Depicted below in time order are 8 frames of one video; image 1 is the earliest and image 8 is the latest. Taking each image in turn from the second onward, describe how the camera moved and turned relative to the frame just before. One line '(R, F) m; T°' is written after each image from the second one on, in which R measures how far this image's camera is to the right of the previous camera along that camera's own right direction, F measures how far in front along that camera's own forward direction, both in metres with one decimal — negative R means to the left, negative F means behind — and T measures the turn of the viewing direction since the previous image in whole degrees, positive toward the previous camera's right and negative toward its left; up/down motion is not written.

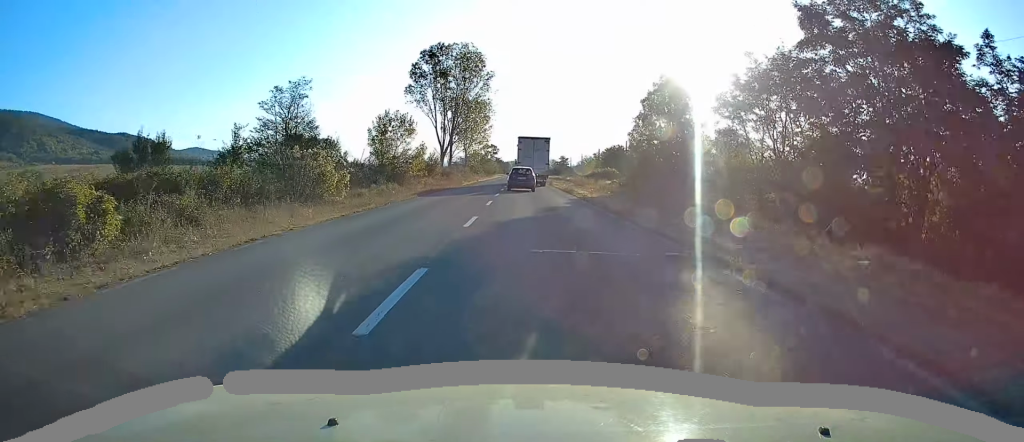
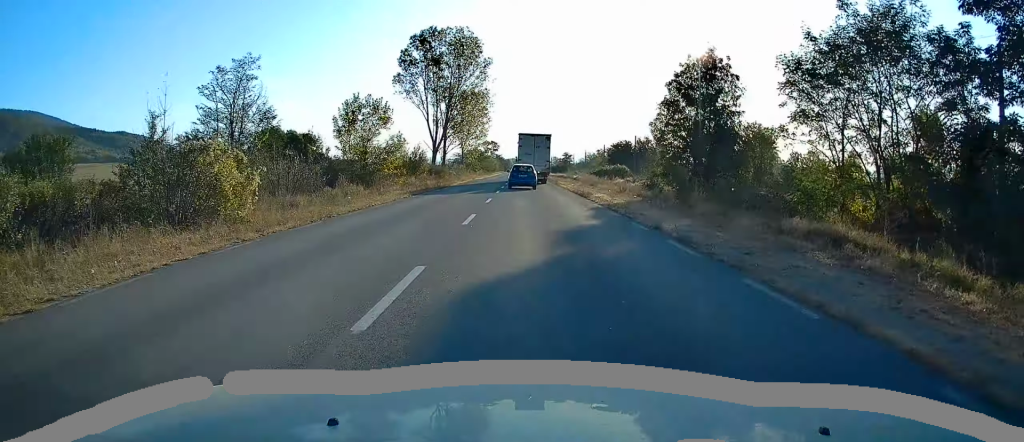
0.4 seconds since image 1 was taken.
(-0.2, +9.0) m; 0°
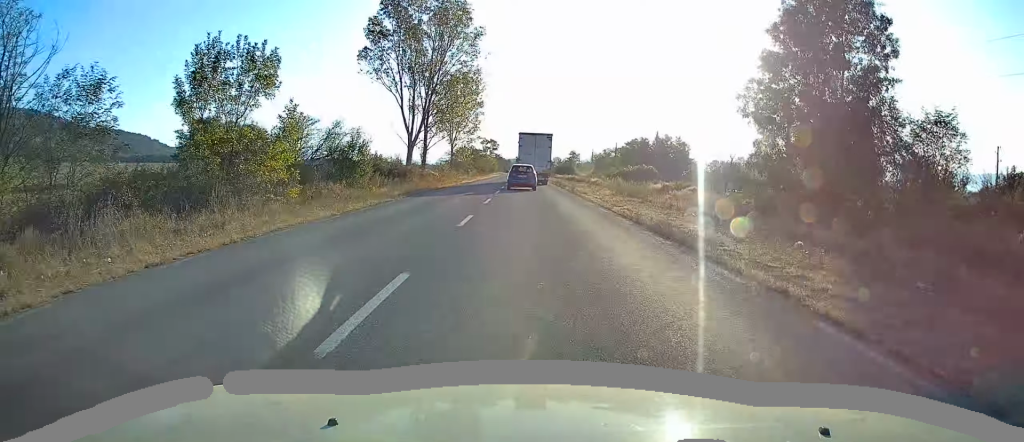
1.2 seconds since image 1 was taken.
(+0.1, +18.6) m; 0°
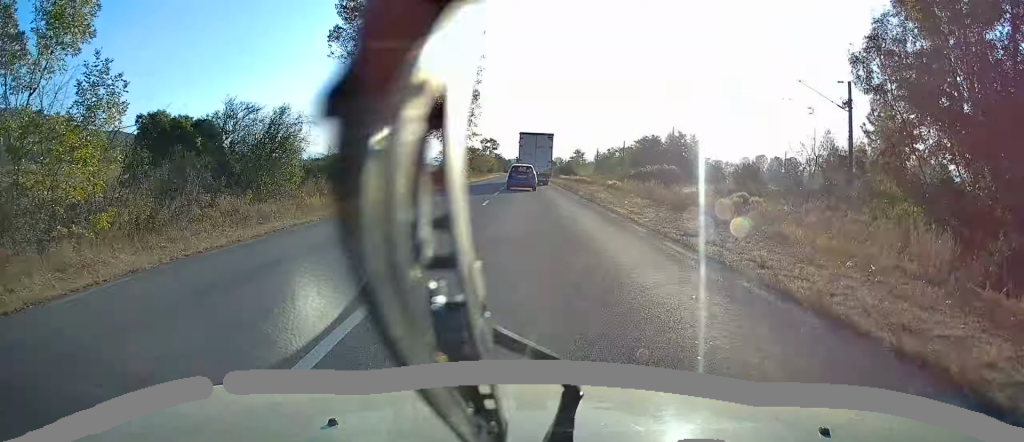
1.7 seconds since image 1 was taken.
(+0.1, +10.3) m; 0°
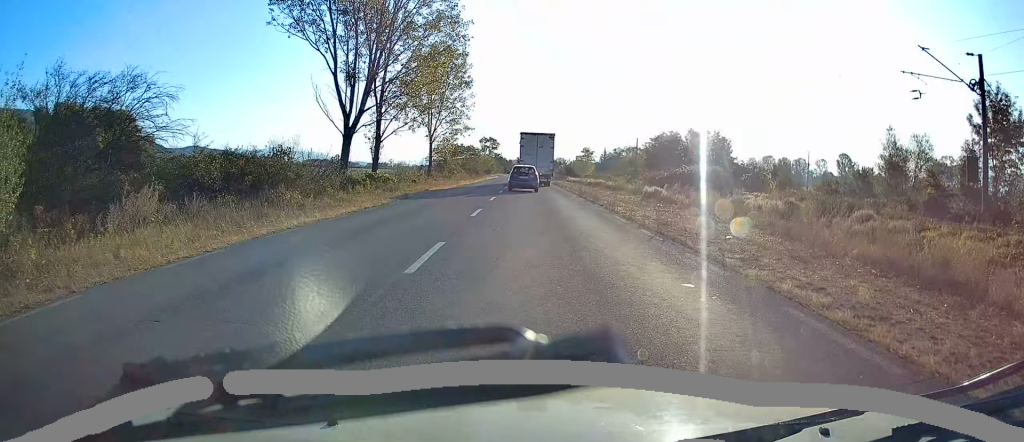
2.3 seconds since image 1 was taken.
(-0.2, +13.8) m; 0°
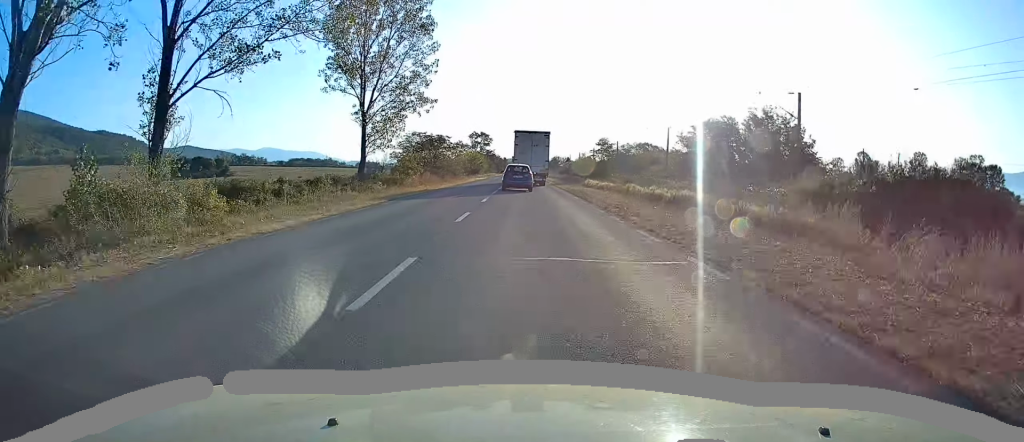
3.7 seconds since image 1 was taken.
(+0.3, +29.1) m; 0°
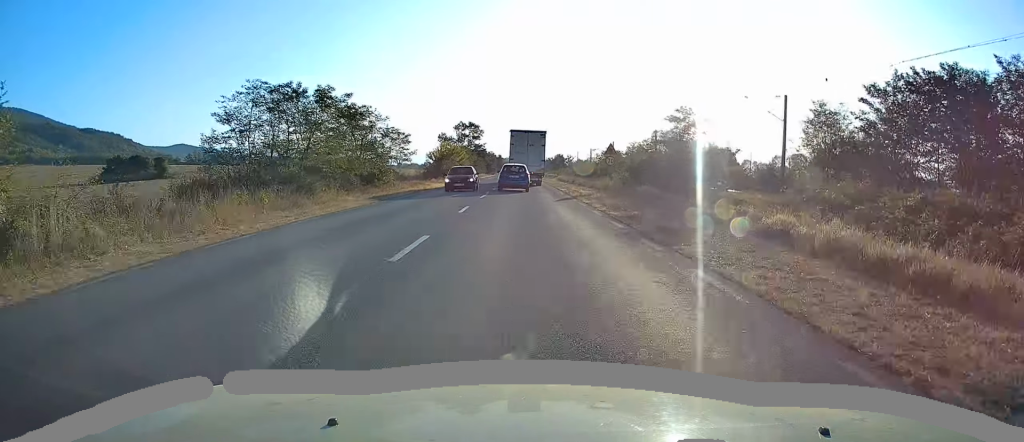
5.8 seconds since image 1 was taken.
(-0.1, +42.4) m; +1°
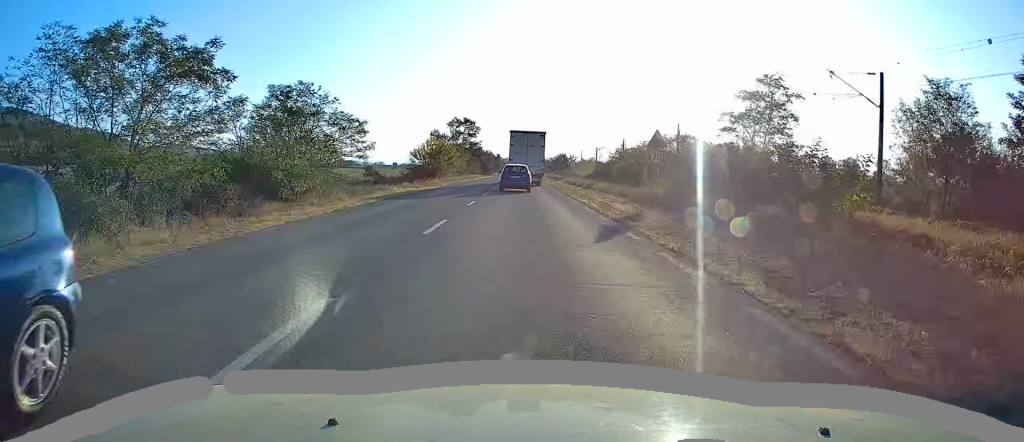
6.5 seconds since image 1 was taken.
(0.0, +14.6) m; 0°
